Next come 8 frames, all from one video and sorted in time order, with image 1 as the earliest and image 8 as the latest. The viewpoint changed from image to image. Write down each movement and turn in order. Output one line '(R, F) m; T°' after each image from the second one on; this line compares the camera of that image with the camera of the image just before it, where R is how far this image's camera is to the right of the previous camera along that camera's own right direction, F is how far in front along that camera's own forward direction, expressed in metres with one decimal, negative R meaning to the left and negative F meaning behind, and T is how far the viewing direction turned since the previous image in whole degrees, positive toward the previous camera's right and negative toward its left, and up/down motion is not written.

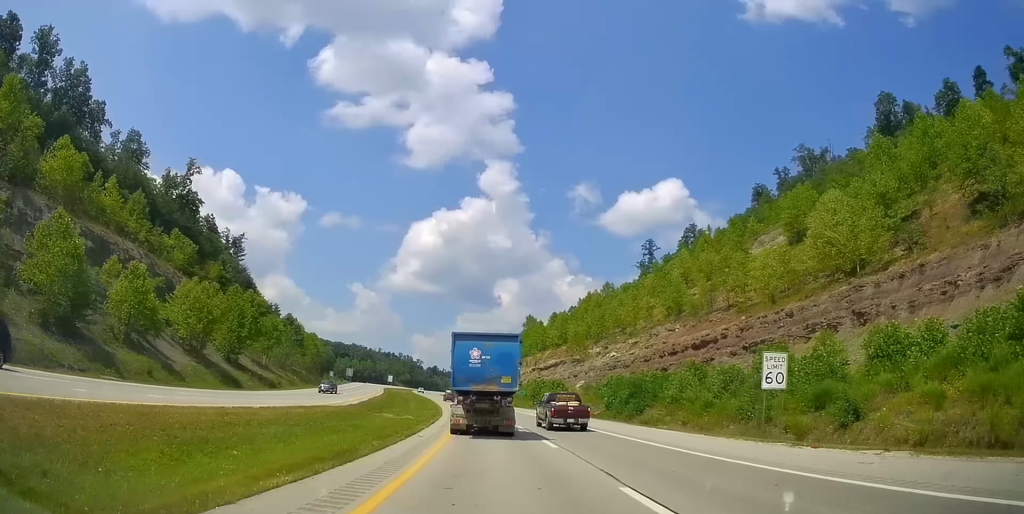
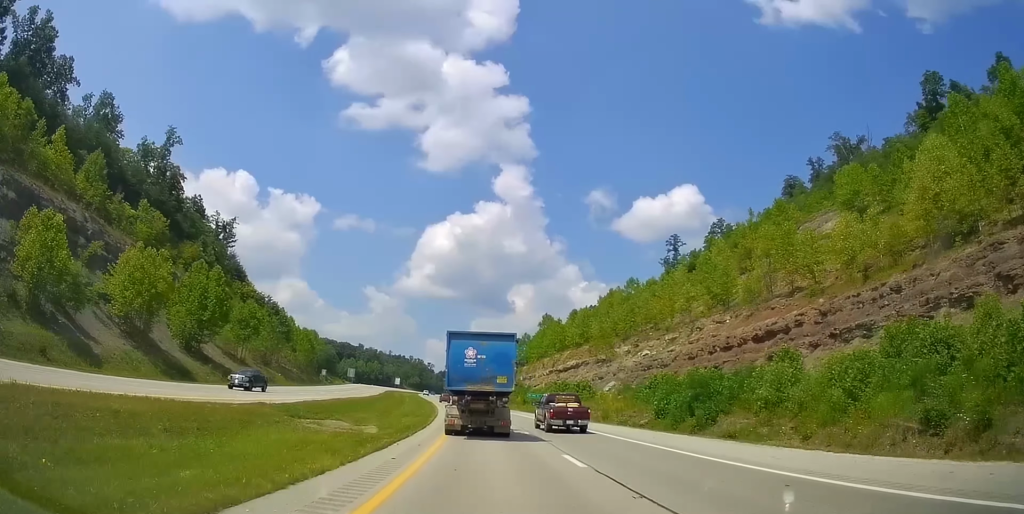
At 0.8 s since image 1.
(-0.7, +17.9) m; -1°
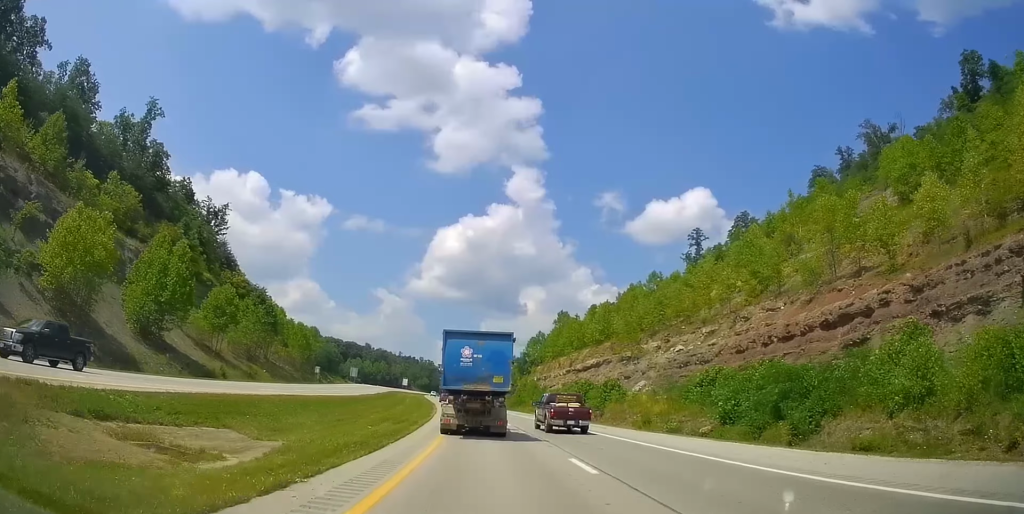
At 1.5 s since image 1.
(+0.3, +13.8) m; -1°
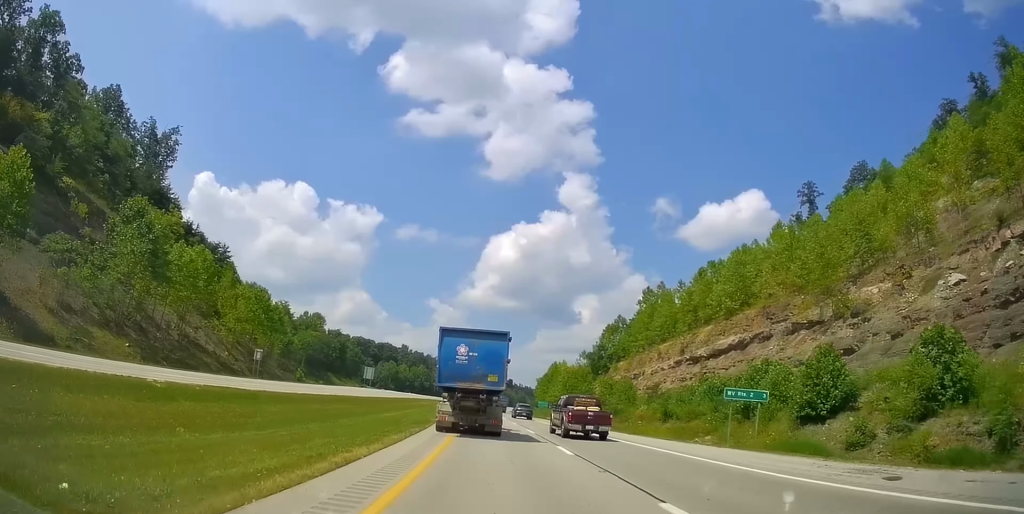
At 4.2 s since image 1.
(-2.0, +55.0) m; -4°
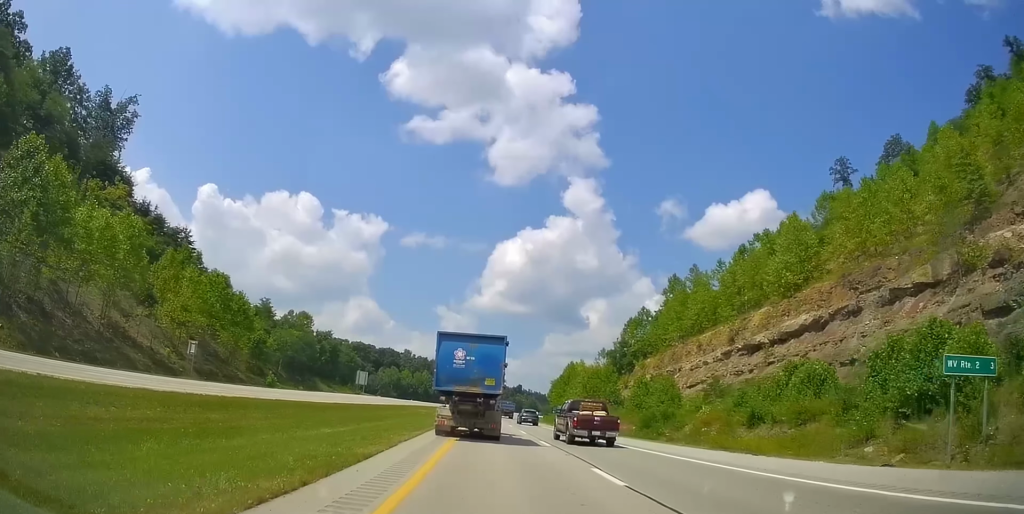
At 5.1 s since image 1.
(-0.2, +18.4) m; -2°
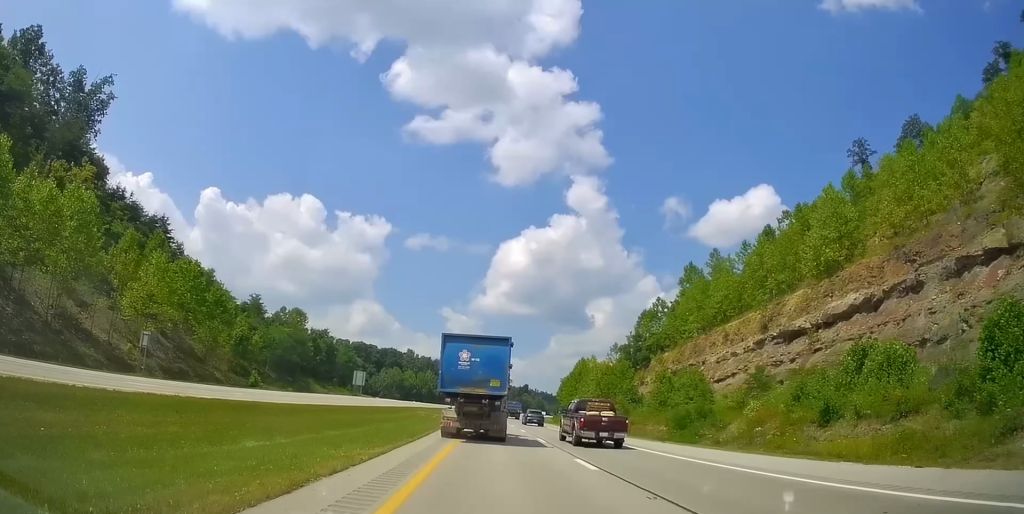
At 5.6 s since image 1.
(-0.3, +9.0) m; -1°
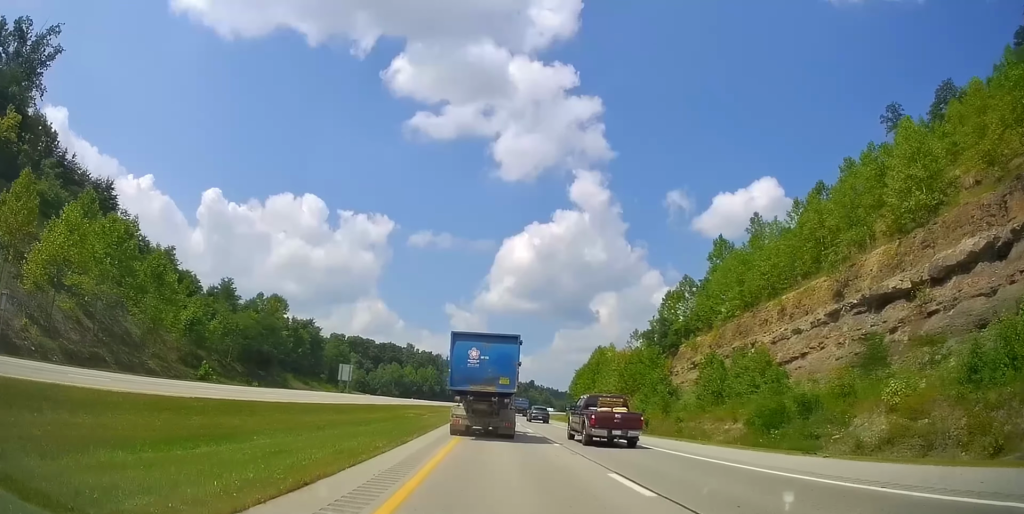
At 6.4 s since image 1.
(0.0, +16.7) m; 0°
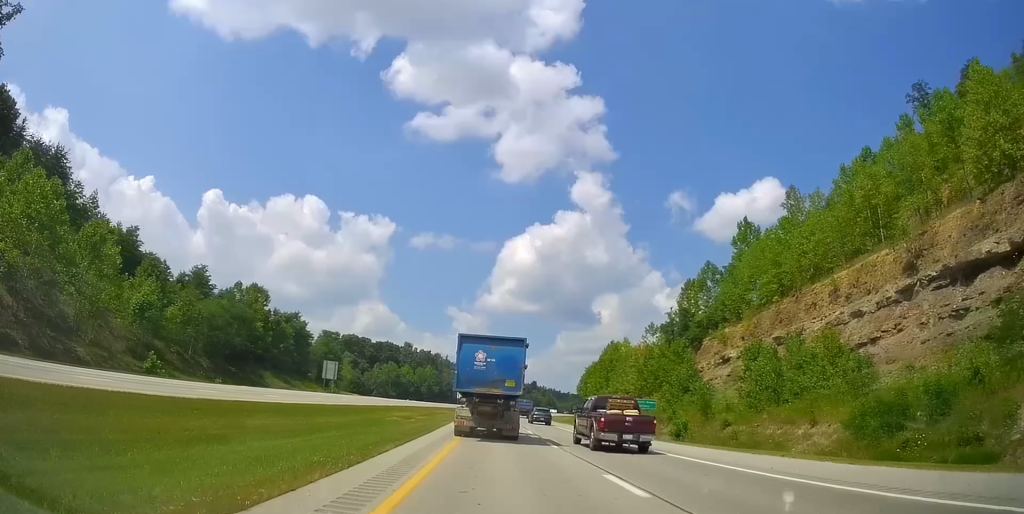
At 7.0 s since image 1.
(+0.1, +11.9) m; 0°
